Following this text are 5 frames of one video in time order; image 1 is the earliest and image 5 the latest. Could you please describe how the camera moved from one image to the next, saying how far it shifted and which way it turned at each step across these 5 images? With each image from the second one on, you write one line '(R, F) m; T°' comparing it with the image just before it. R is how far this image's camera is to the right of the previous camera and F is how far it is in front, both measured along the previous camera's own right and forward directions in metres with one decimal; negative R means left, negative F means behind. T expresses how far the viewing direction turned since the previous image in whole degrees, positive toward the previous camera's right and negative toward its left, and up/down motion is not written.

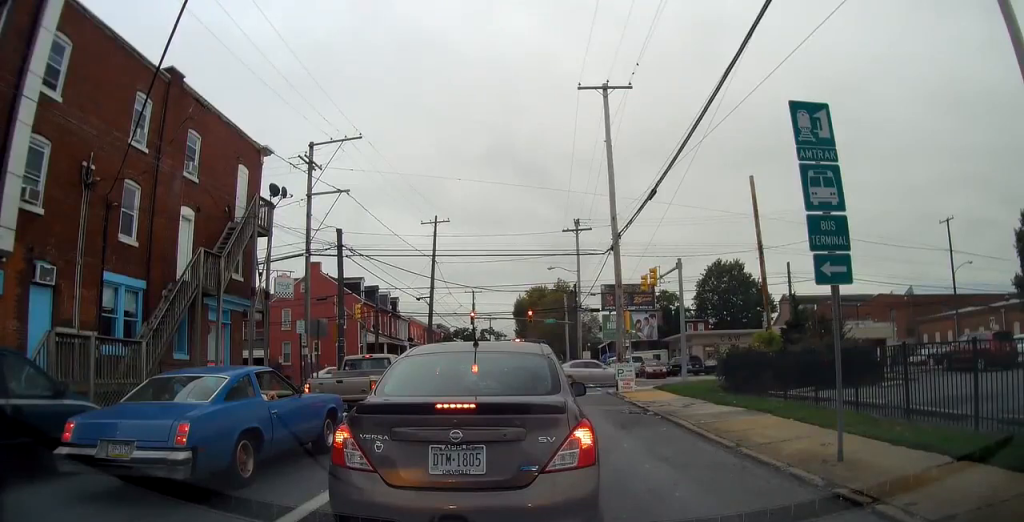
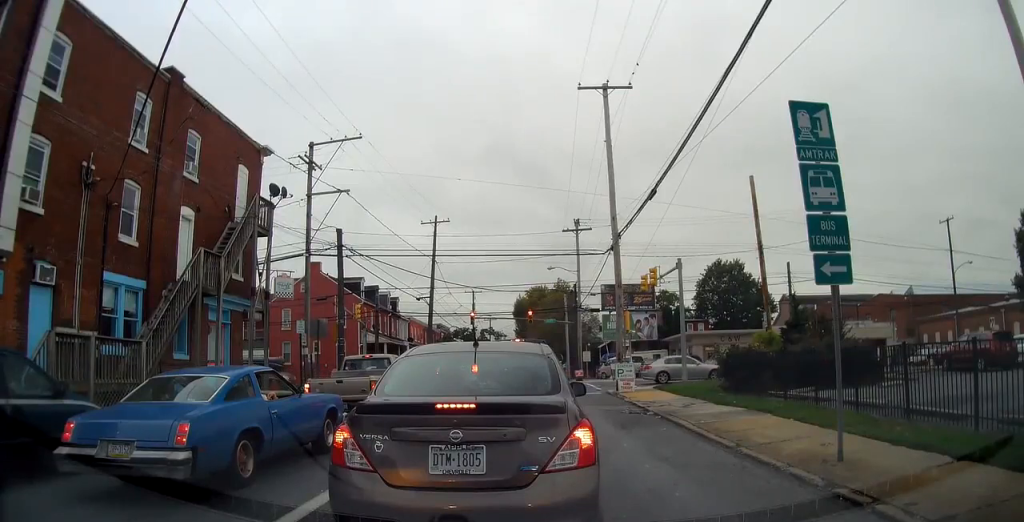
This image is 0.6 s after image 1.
(0.0, 0.0) m; 0°
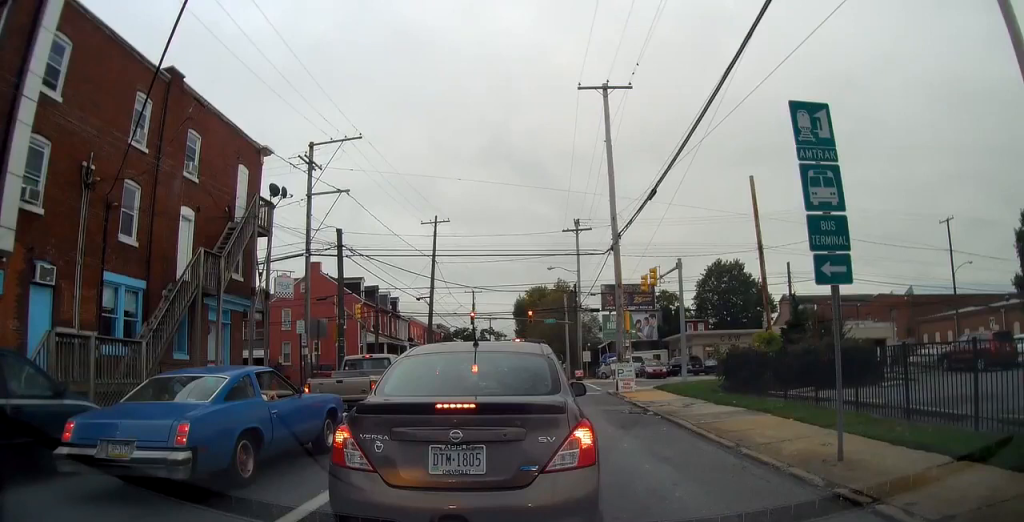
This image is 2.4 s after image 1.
(0.0, 0.0) m; 0°
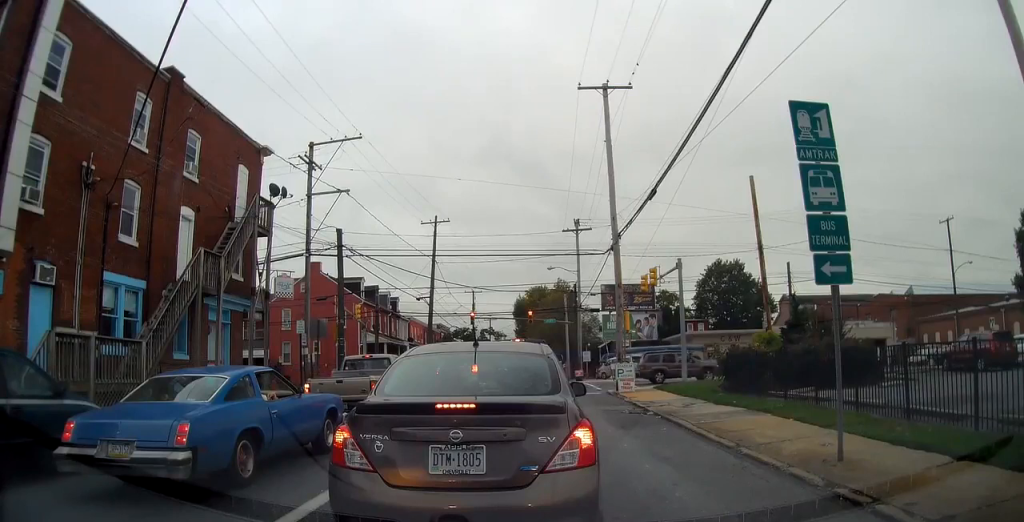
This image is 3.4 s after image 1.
(0.0, 0.0) m; 0°
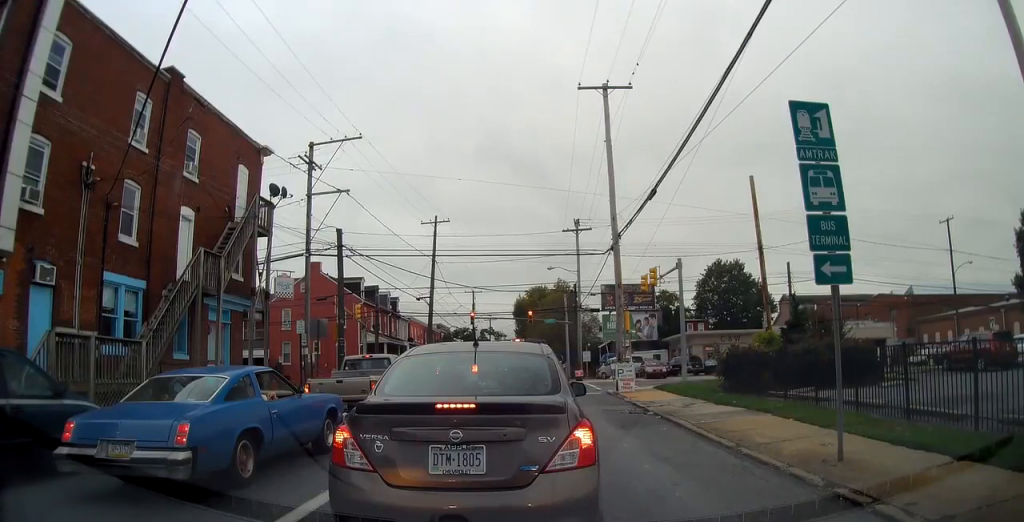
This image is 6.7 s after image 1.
(0.0, 0.0) m; 0°
